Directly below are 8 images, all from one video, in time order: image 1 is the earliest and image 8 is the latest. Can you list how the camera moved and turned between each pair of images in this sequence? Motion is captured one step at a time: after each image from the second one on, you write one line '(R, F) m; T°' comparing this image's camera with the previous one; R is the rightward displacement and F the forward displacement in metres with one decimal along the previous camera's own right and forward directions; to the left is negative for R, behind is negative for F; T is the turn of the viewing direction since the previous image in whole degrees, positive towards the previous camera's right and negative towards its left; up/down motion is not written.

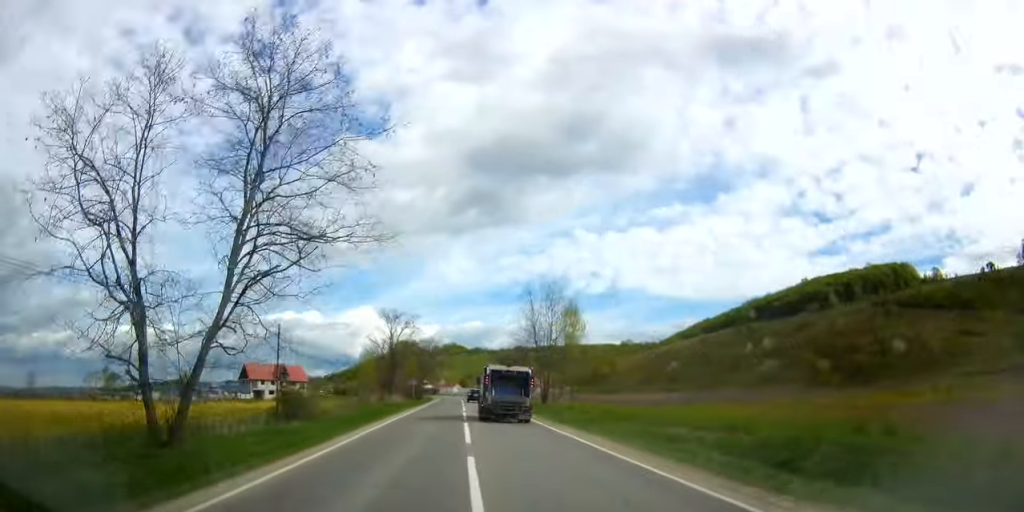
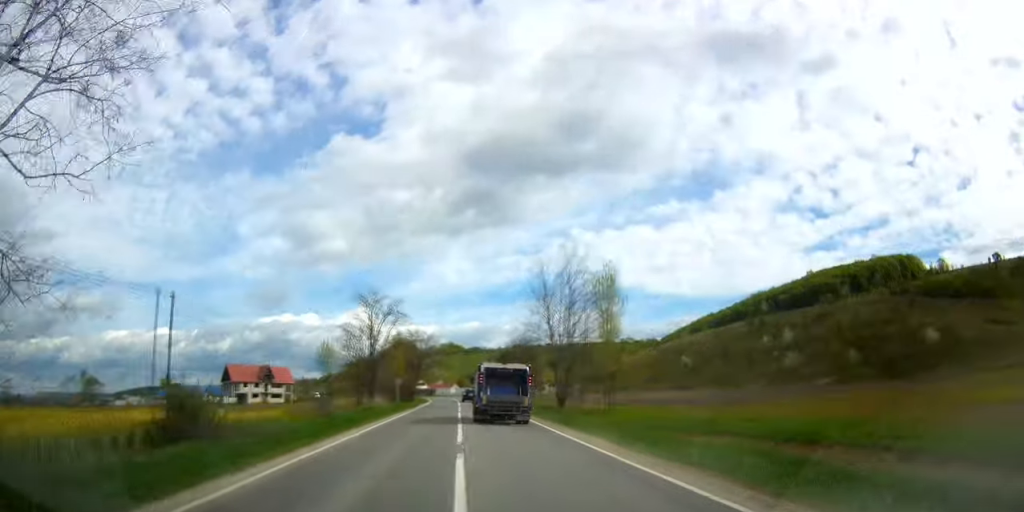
(-0.2, +12.4) m; -1°
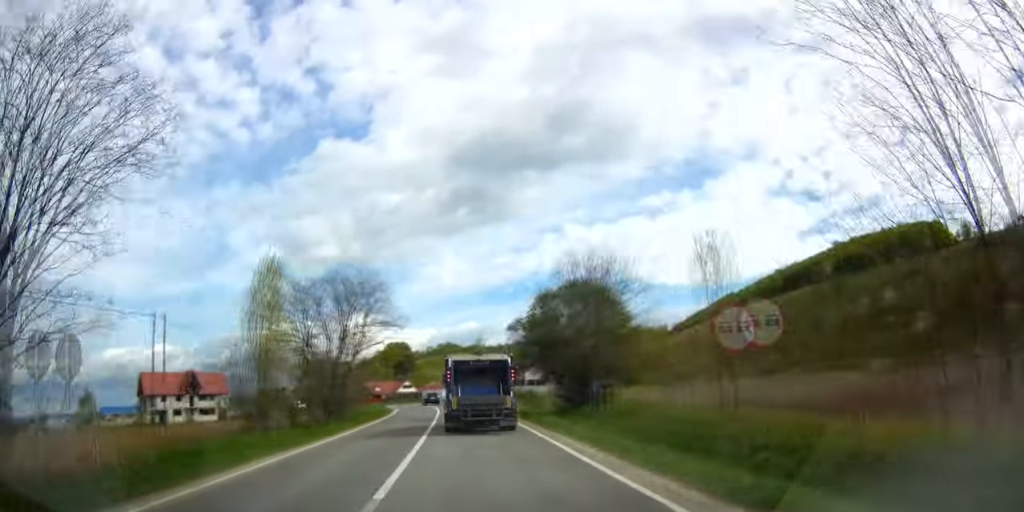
(-0.2, +48.1) m; 0°
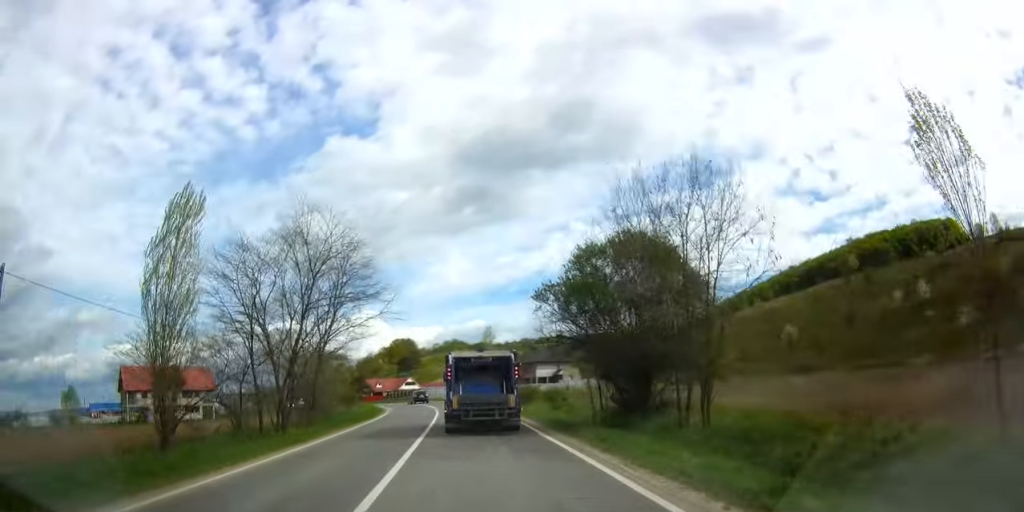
(0.0, +10.7) m; 0°
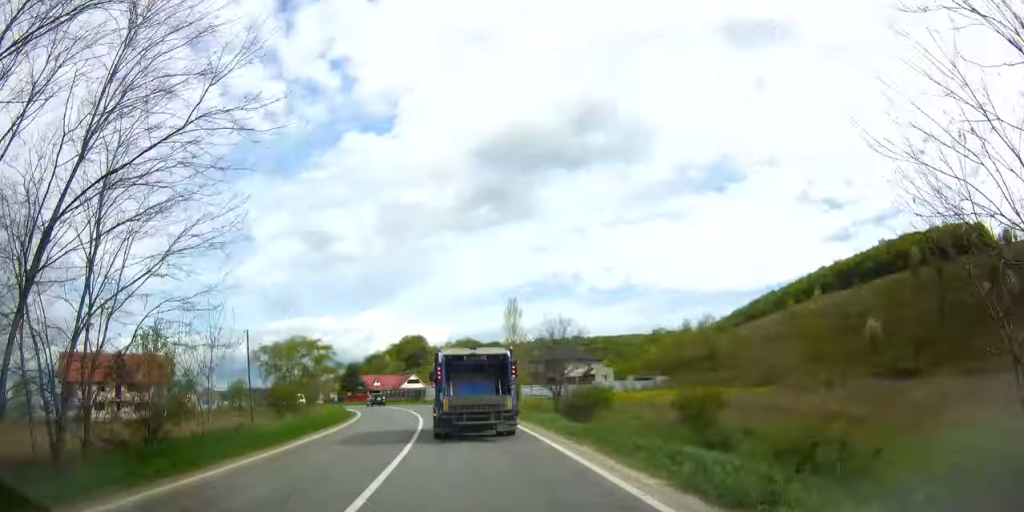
(0.0, +24.8) m; -1°
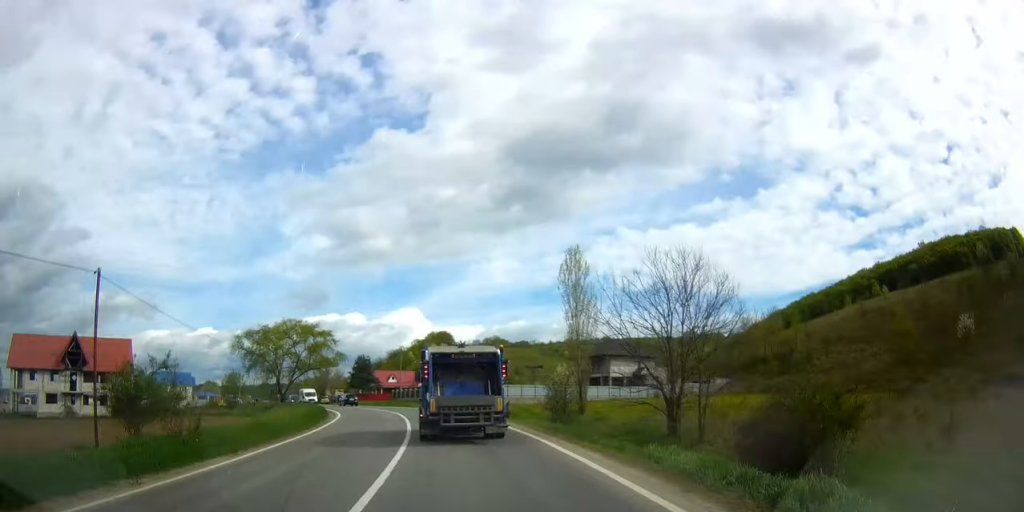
(-0.2, +18.7) m; -2°
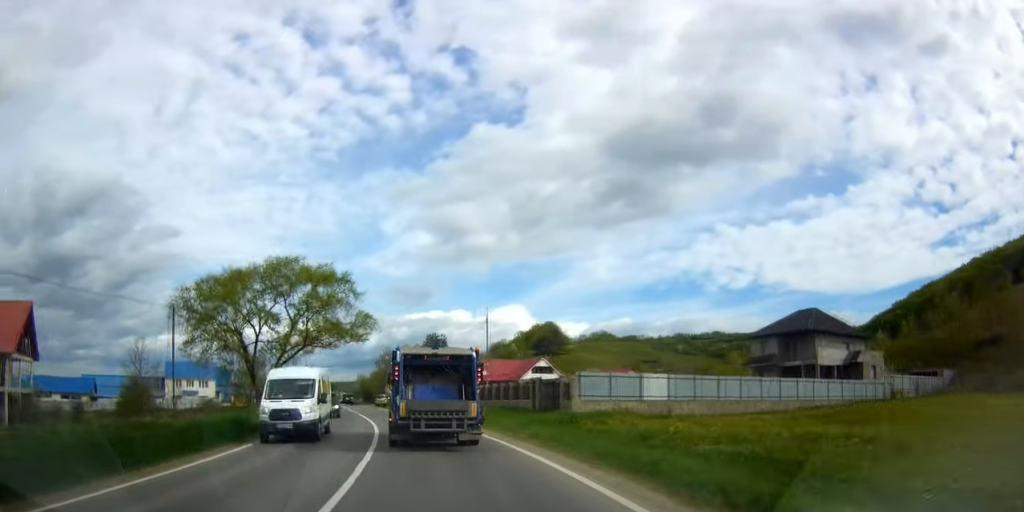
(-1.9, +39.0) m; -7°
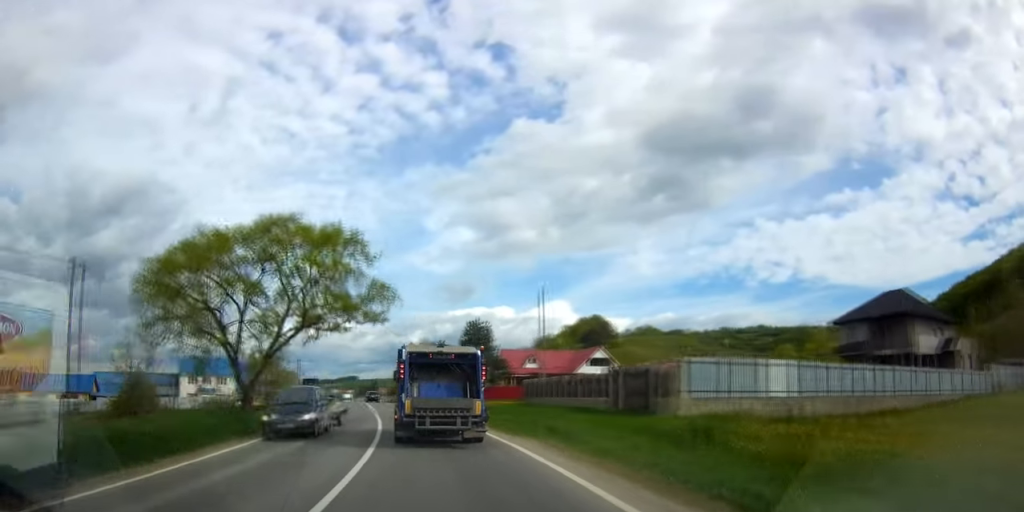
(-0.2, +10.6) m; -3°
